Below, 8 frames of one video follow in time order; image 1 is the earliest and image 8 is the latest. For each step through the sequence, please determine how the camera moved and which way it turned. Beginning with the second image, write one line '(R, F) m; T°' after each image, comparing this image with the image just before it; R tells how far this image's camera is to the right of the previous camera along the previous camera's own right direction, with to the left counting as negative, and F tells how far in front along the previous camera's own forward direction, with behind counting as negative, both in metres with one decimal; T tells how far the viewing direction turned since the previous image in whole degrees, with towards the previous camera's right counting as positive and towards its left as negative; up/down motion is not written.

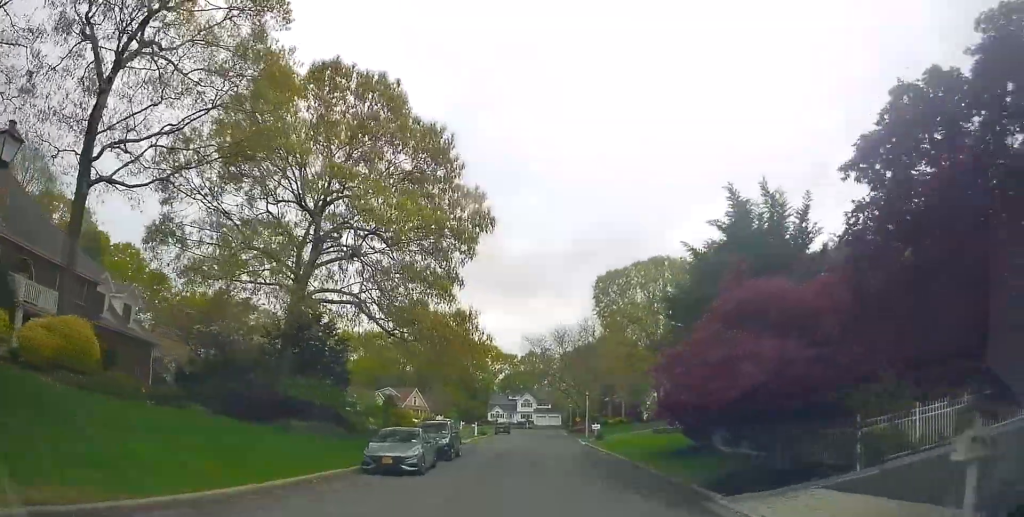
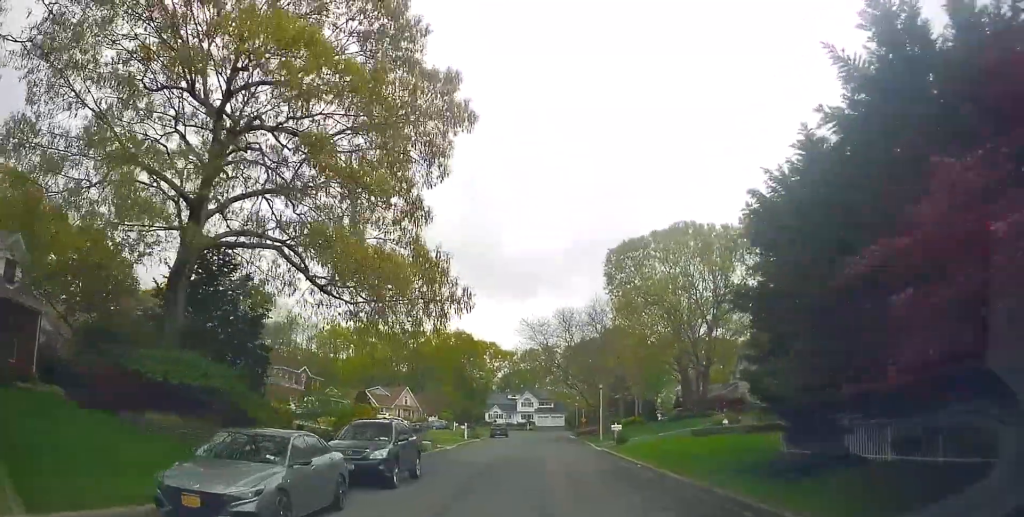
(+0.1, +10.4) m; +3°
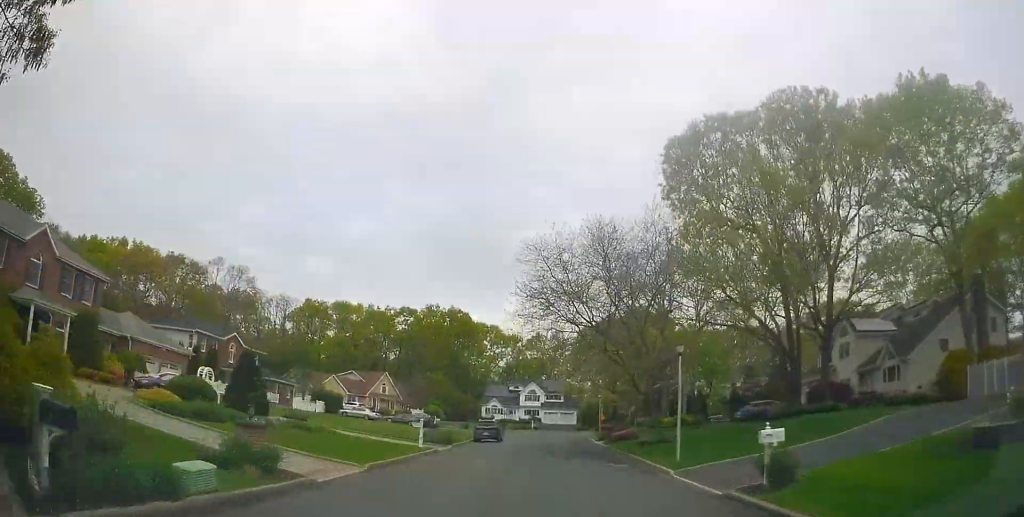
(+0.3, +23.3) m; 0°
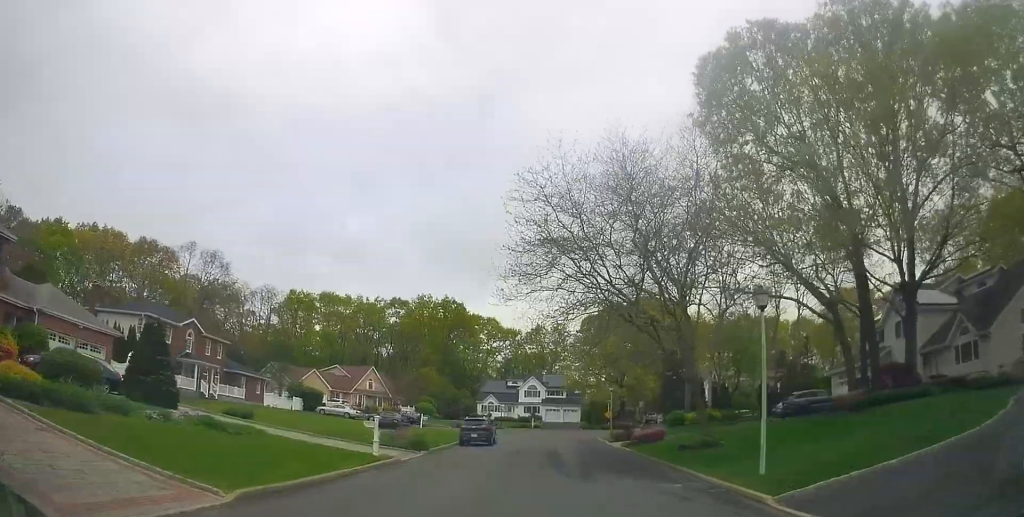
(+0.1, +8.3) m; +1°
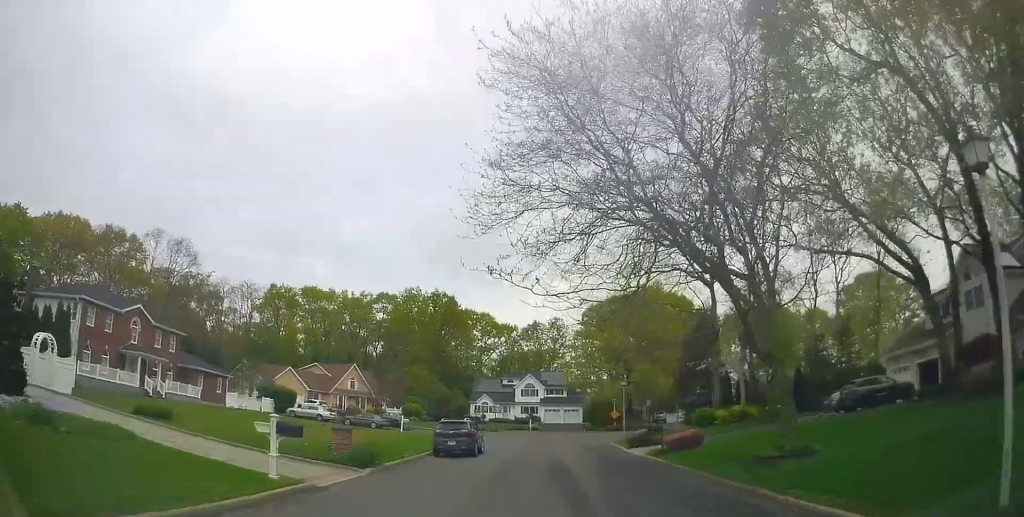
(+0.1, +8.0) m; -2°
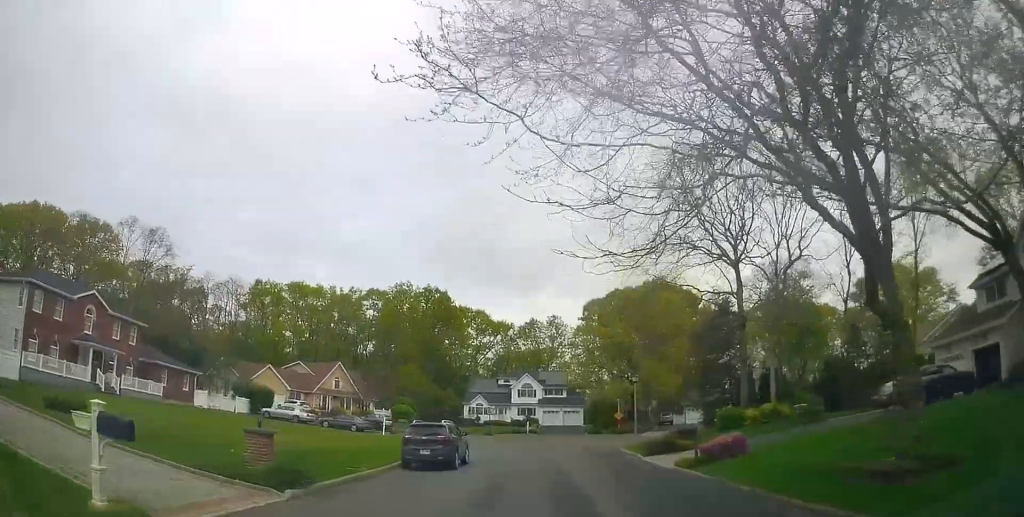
(-0.3, +5.5) m; -4°
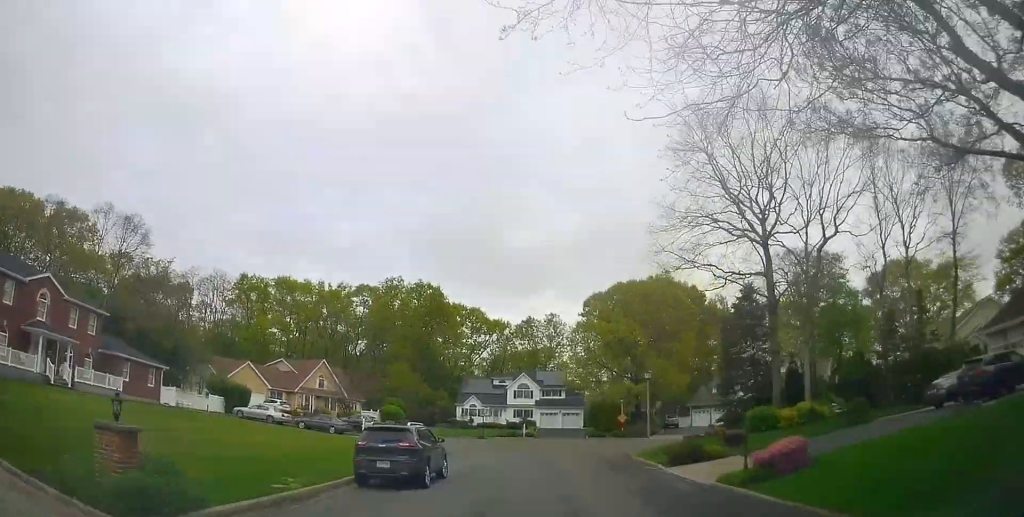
(0.0, +4.7) m; +3°
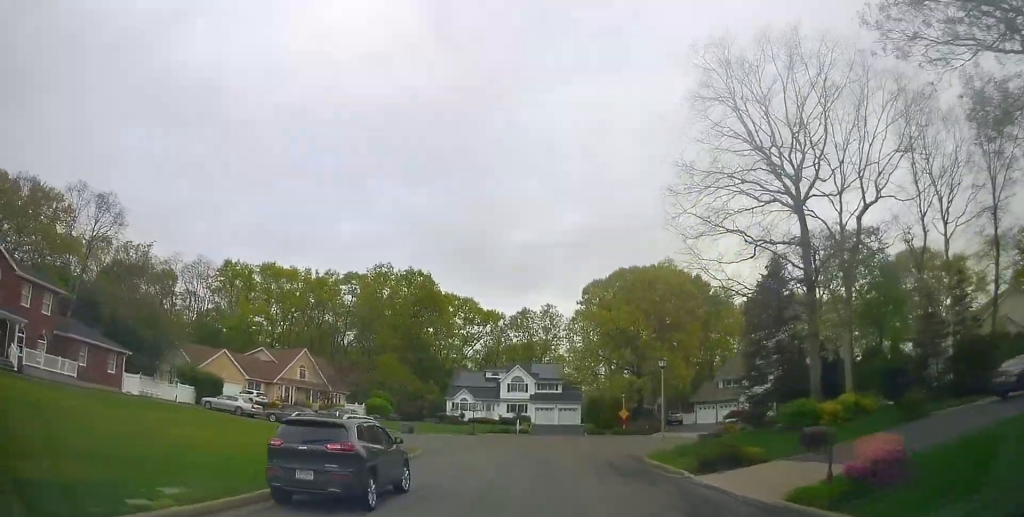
(0.0, +4.4) m; +2°
